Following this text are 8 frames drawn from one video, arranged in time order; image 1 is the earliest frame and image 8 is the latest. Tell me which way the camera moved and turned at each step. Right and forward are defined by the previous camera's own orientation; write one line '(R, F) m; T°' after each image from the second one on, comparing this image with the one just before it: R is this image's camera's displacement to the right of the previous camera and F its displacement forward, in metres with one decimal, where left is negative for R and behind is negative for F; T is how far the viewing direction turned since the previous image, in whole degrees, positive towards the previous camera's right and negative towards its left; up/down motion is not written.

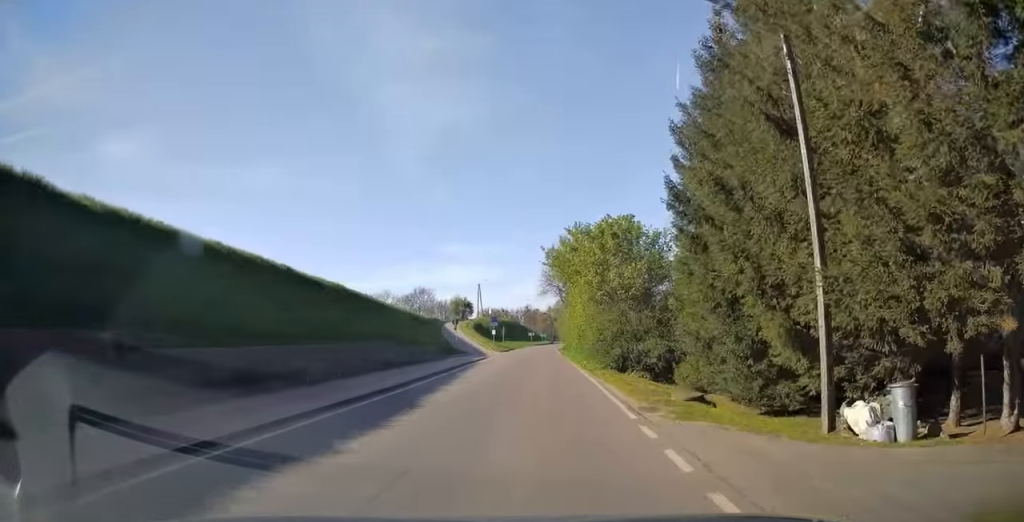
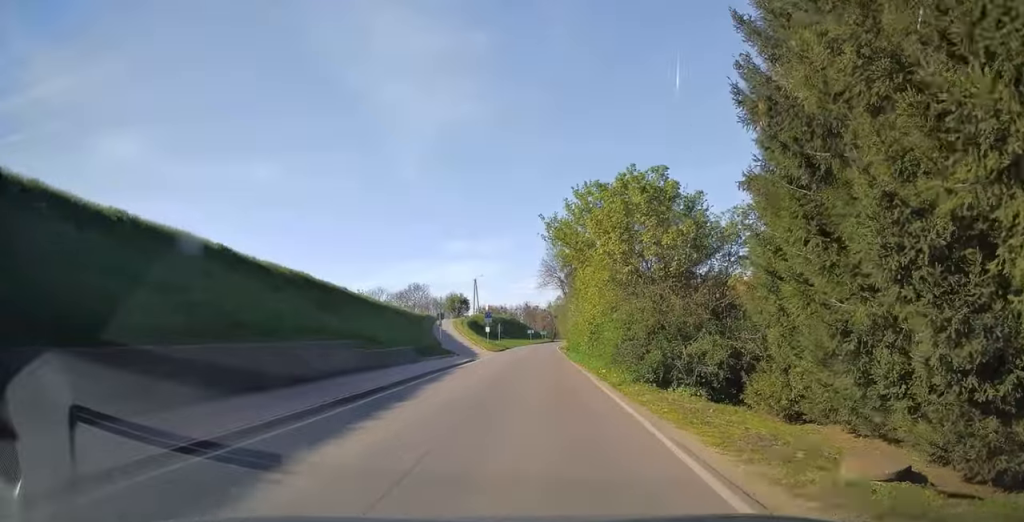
(+0.1, +7.6) m; 0°
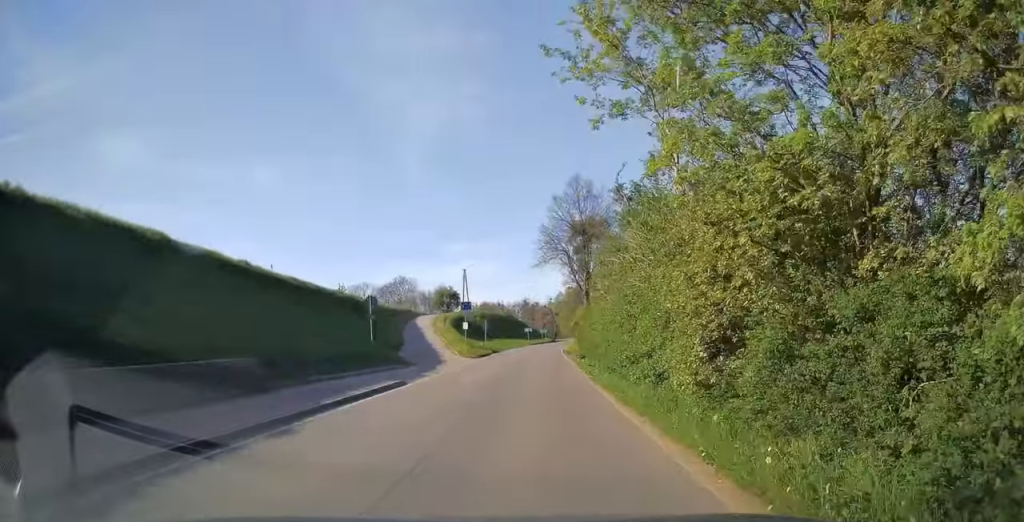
(+0.1, +18.0) m; 0°
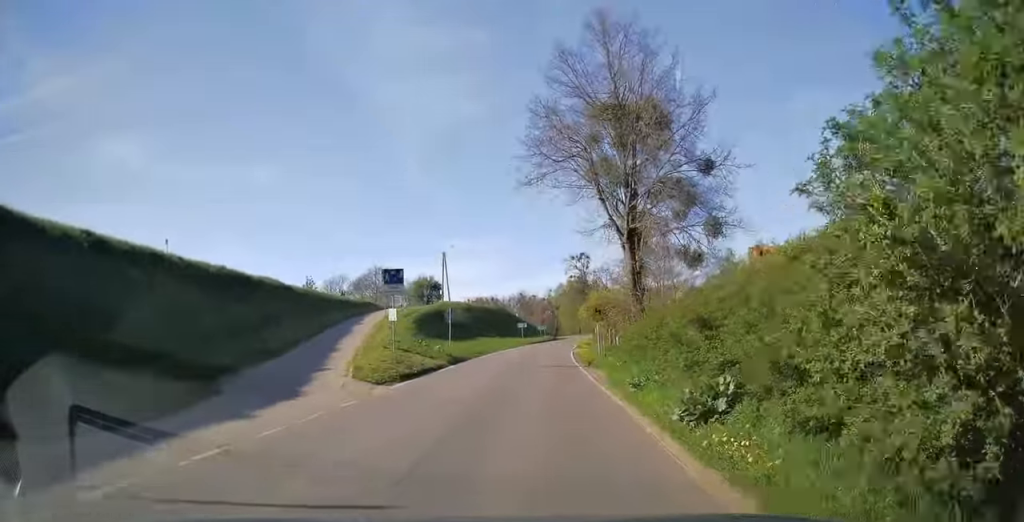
(-0.2, +22.2) m; -1°
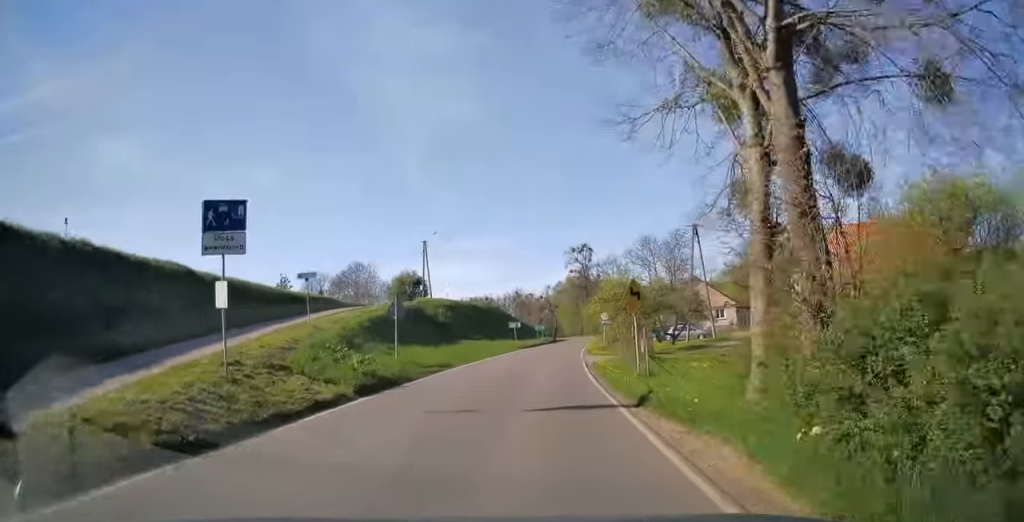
(0.0, +13.5) m; +1°
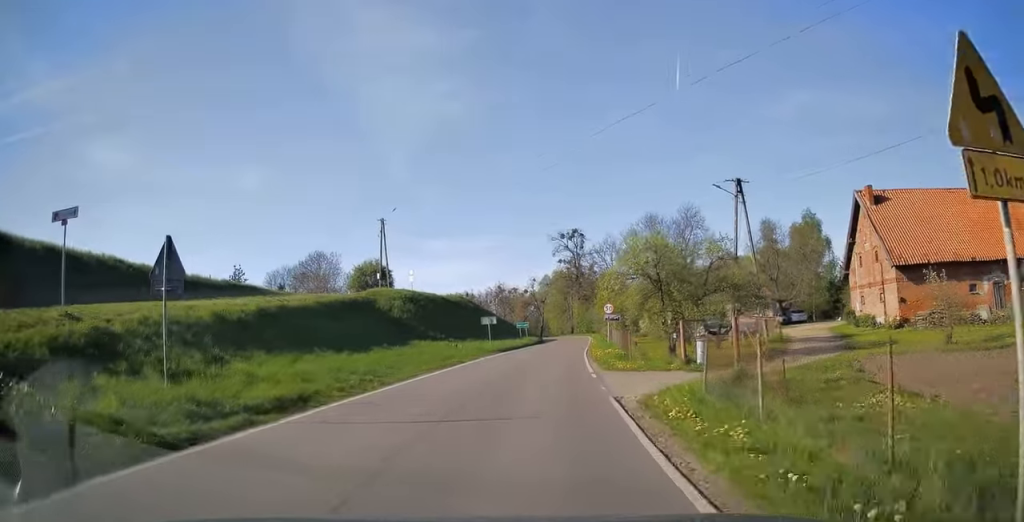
(+0.1, +15.3) m; +1°
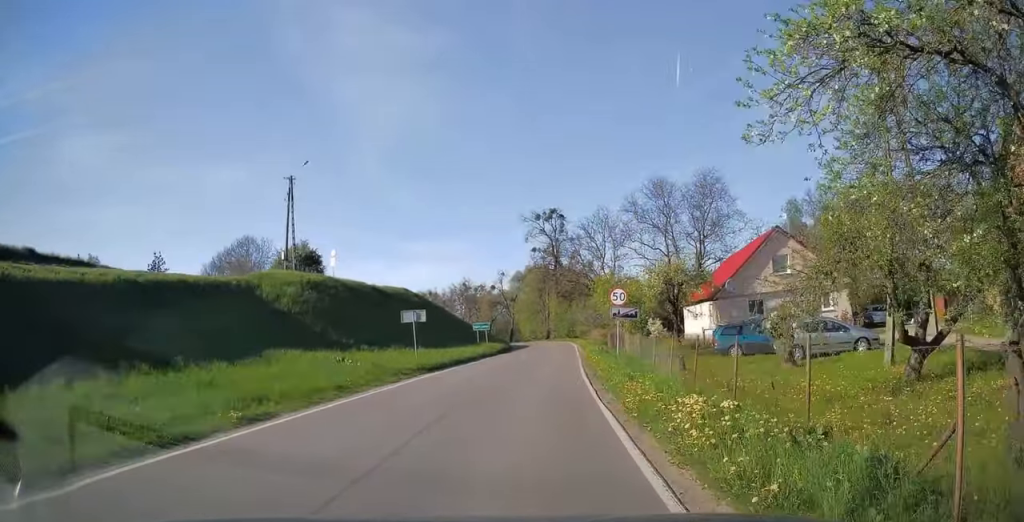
(+0.4, +19.5) m; +2°
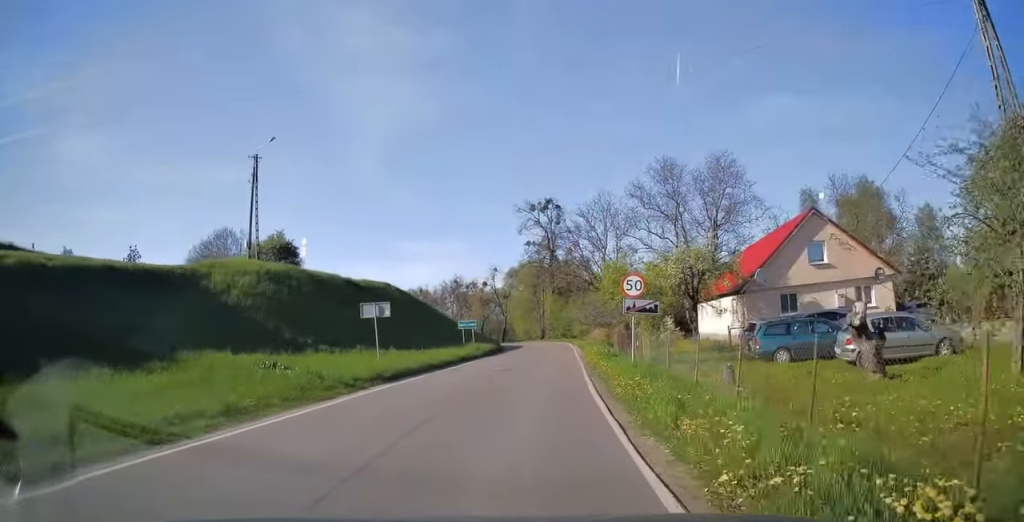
(0.0, +5.7) m; 0°
